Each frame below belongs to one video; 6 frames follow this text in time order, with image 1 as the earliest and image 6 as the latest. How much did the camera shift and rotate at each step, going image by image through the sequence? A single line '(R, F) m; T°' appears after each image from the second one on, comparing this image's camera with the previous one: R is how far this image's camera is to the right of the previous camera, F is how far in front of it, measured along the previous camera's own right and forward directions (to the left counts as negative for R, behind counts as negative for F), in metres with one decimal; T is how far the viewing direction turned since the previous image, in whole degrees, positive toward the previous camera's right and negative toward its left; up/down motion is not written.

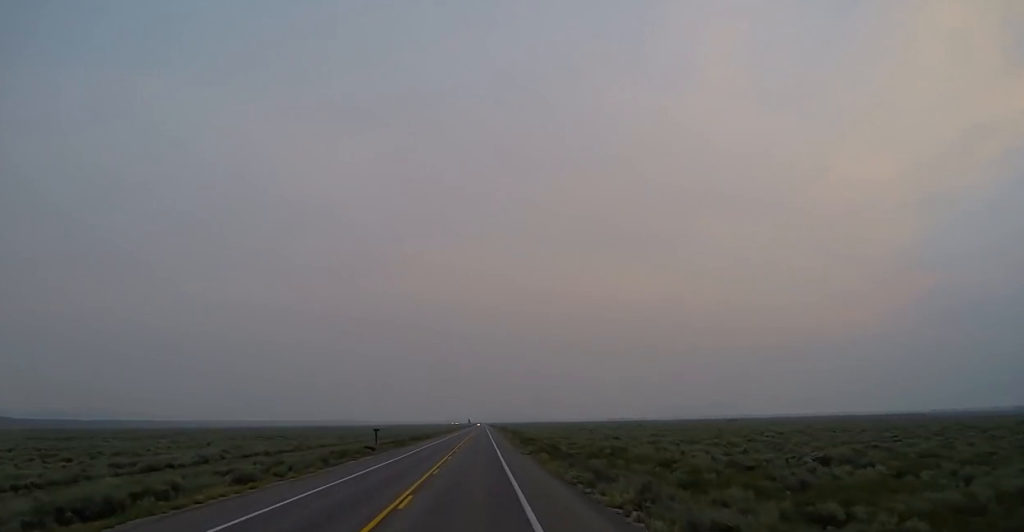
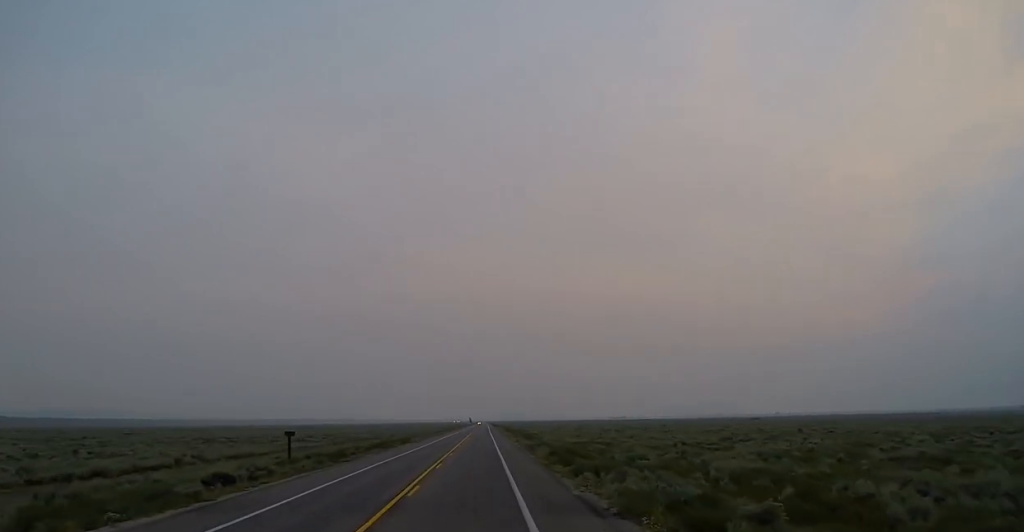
(-0.1, +33.7) m; 0°
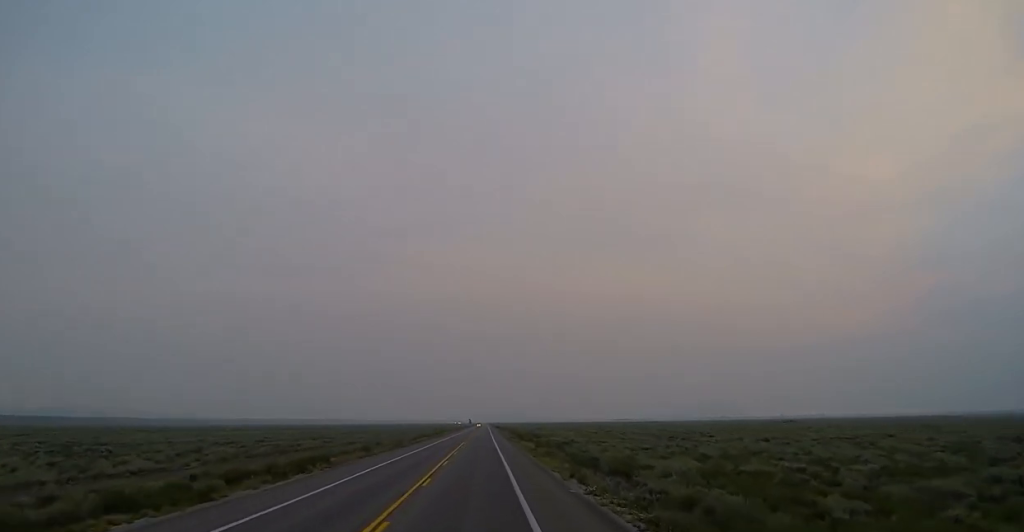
(0.0, +45.4) m; 0°
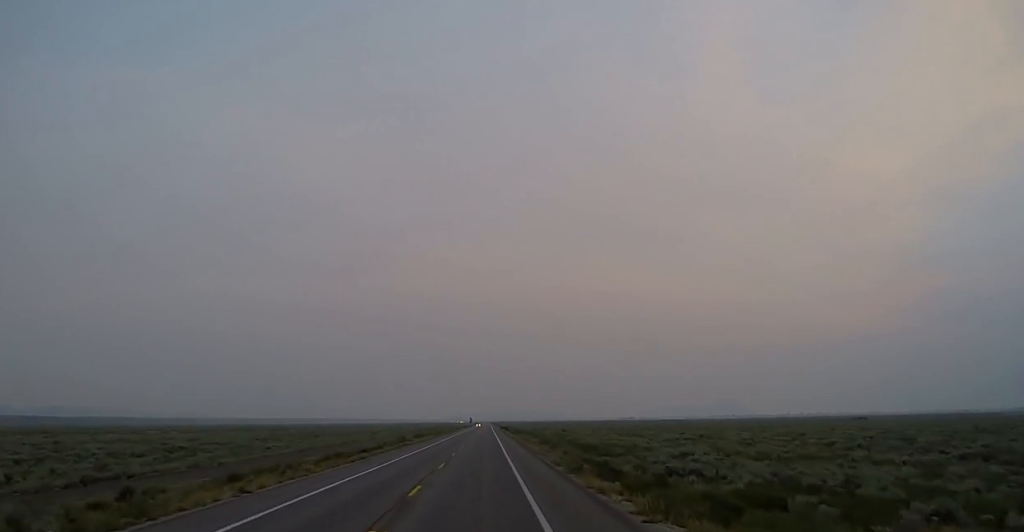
(+0.2, +61.7) m; +1°
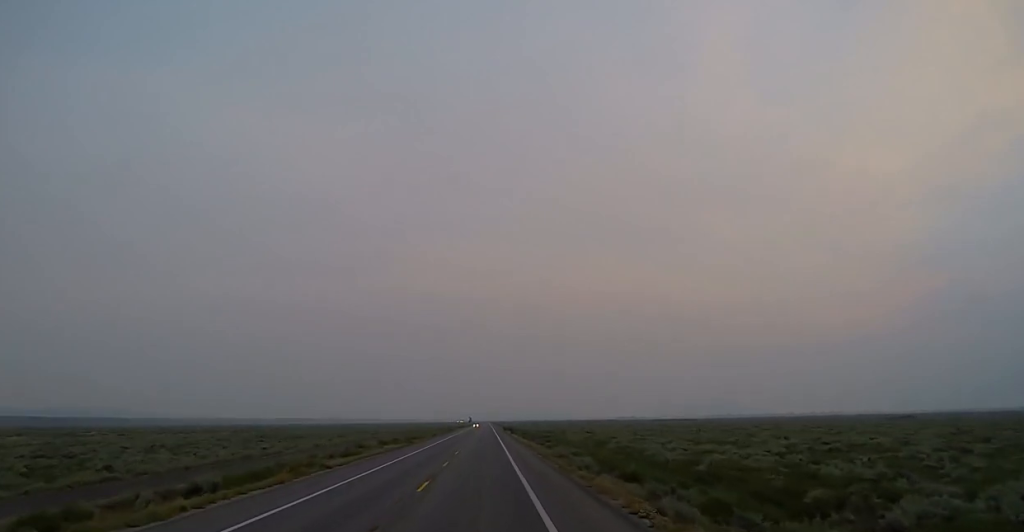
(+0.2, +36.4) m; 0°
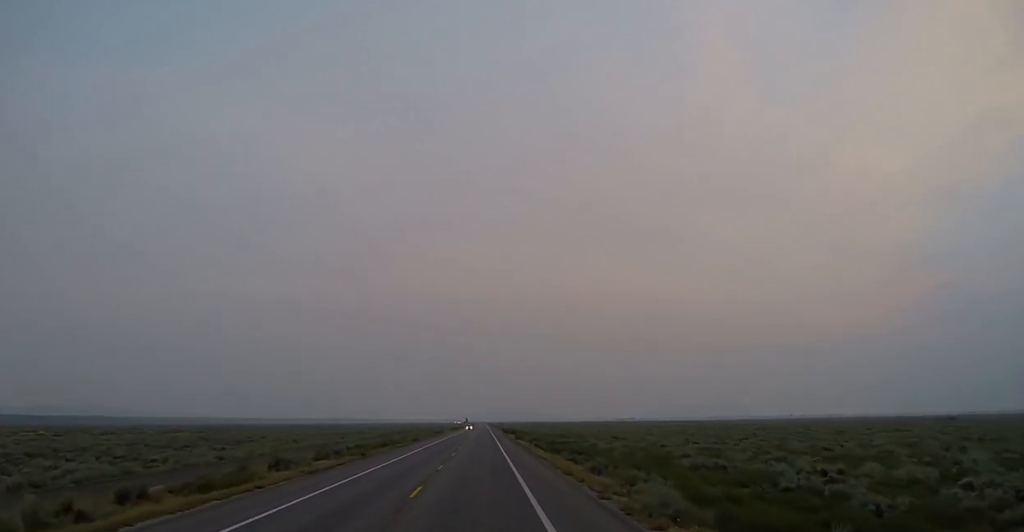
(-0.3, +25.5) m; -1°
